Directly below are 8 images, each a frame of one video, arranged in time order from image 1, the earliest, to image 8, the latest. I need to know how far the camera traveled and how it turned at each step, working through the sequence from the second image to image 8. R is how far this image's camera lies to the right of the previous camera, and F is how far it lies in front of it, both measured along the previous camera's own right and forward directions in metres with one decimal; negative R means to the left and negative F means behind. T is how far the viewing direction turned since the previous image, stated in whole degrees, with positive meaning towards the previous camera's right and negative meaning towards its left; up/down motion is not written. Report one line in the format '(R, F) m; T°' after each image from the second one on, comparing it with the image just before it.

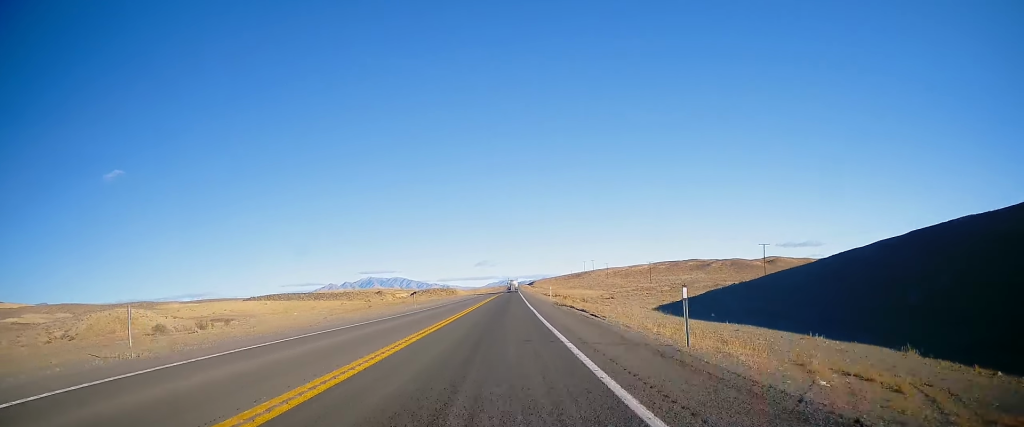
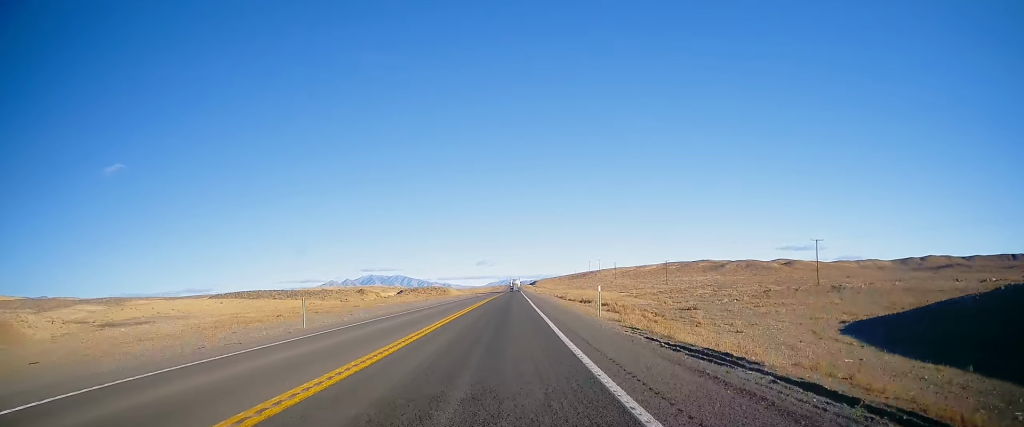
(-0.3, +27.9) m; 0°
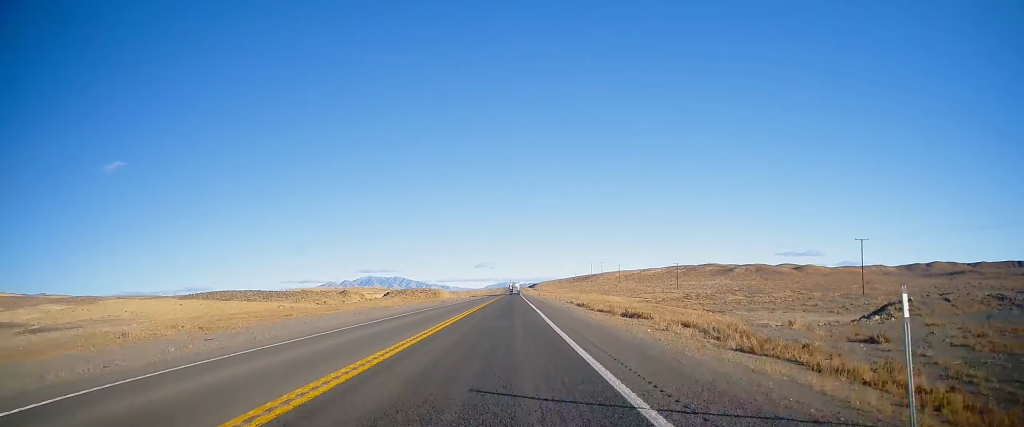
(+0.2, +18.7) m; +1°
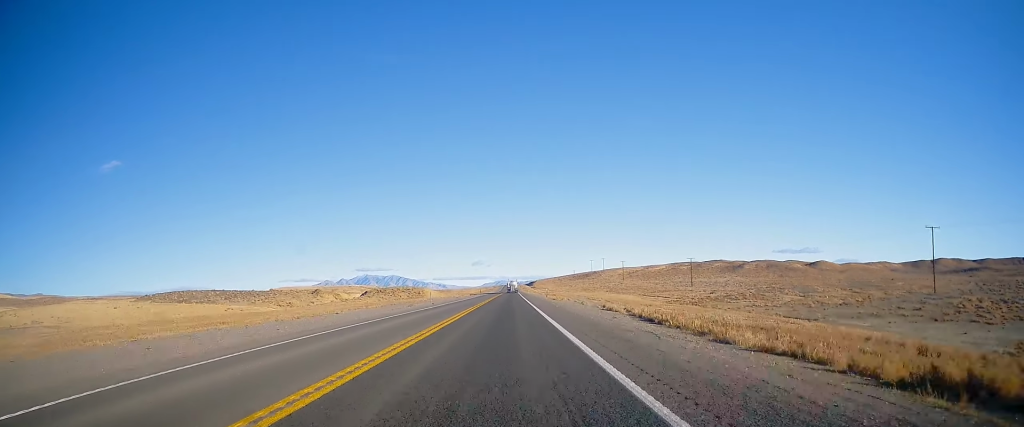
(+0.1, +22.9) m; 0°
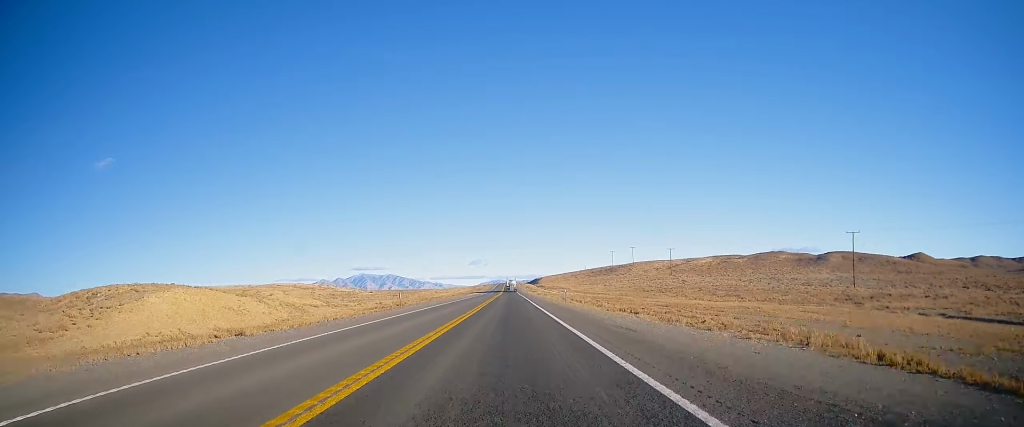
(-0.2, +108.0) m; +1°
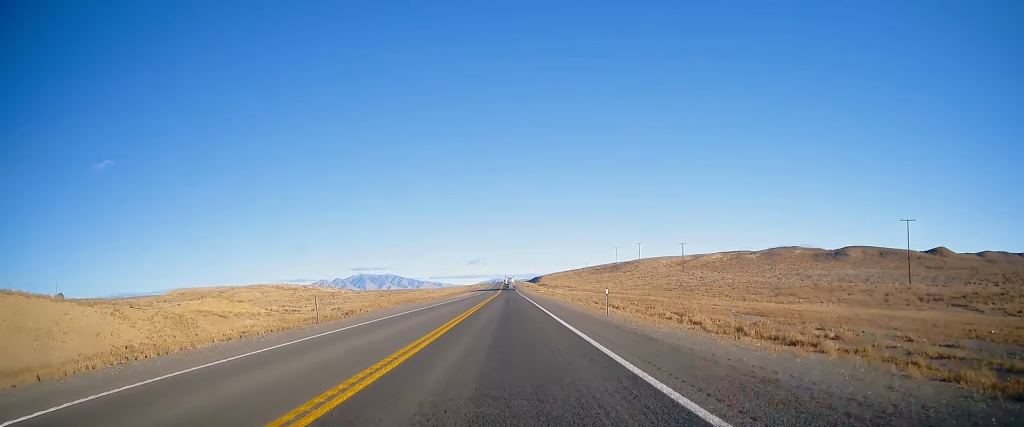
(+0.4, +18.4) m; 0°
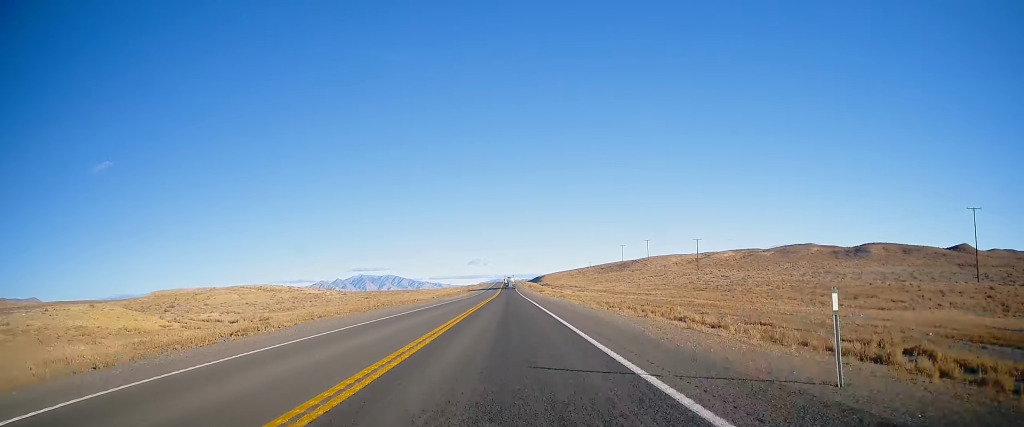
(+0.1, +17.4) m; 0°
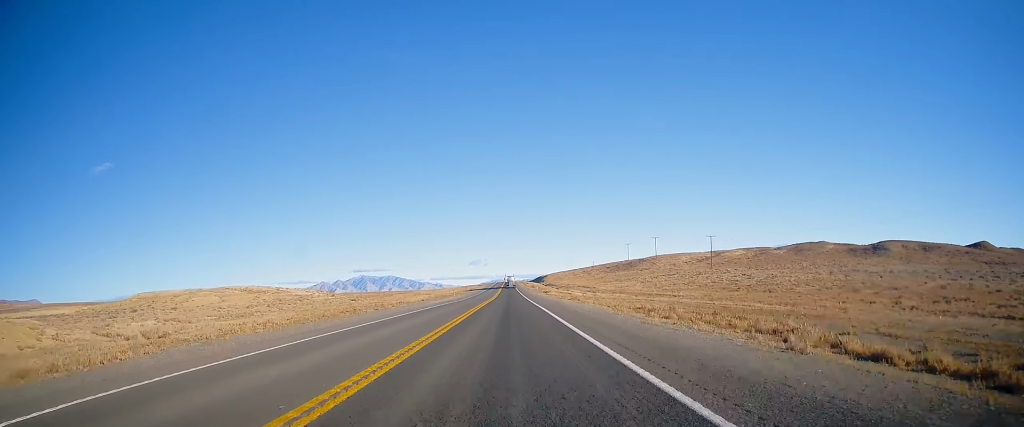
(-0.2, +13.3) m; -1°
